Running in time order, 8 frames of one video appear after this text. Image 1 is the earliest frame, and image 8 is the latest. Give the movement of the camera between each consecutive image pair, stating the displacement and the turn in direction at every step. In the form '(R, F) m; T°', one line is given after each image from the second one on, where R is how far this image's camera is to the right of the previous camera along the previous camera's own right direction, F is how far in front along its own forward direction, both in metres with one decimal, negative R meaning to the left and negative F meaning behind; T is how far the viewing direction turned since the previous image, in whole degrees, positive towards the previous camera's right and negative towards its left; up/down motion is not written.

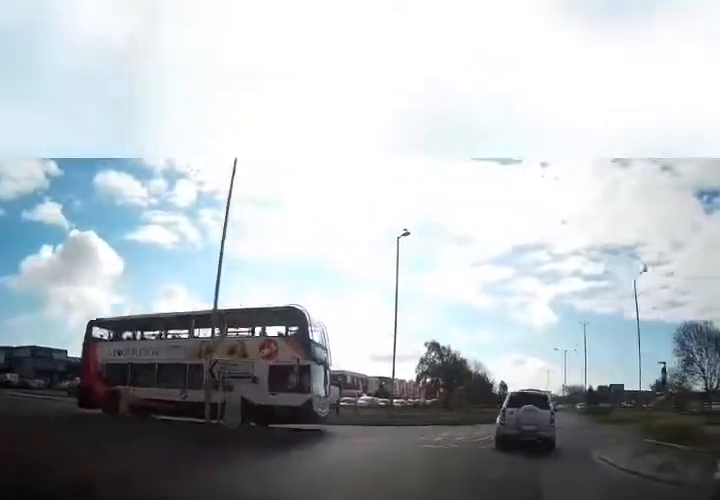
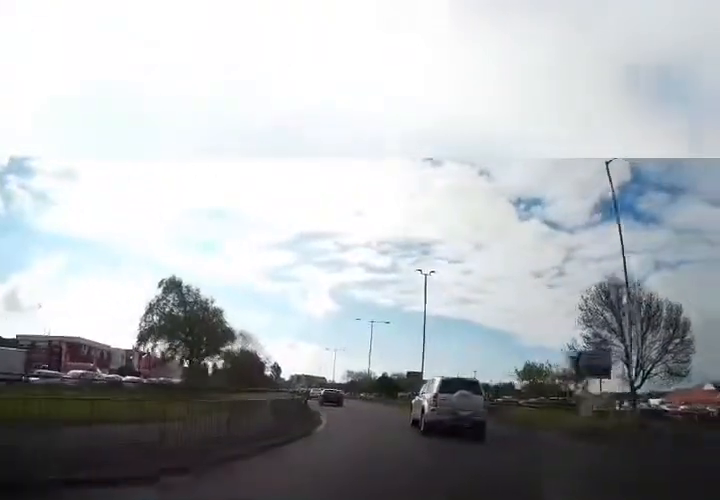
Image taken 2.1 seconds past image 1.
(+3.4, +19.3) m; +17°
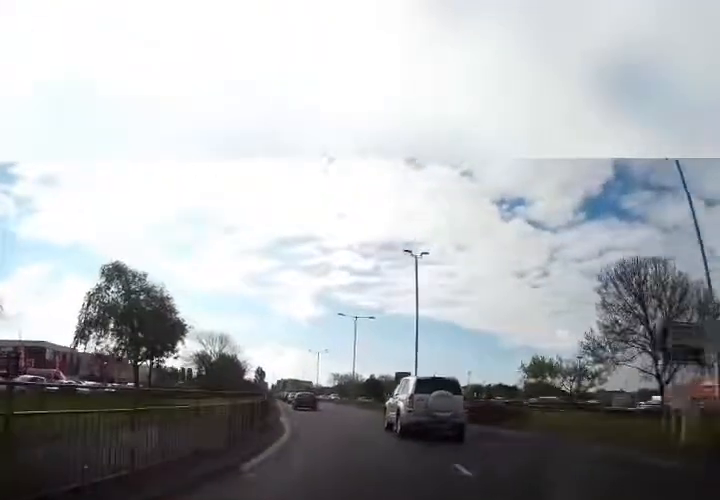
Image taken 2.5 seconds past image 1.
(-0.1, +4.8) m; +3°
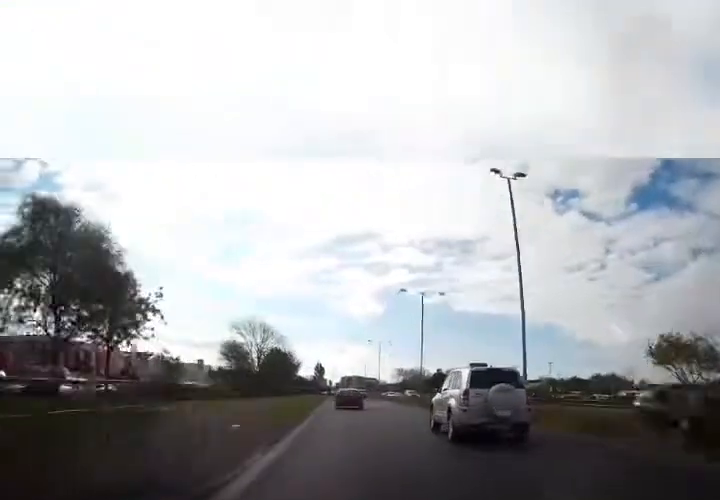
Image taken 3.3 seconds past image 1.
(+0.5, +9.8) m; +2°
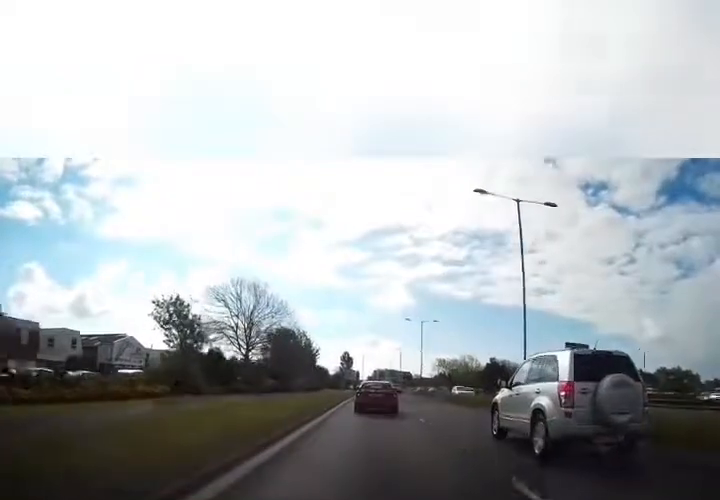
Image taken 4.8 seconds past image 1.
(-0.1, +18.1) m; -3°
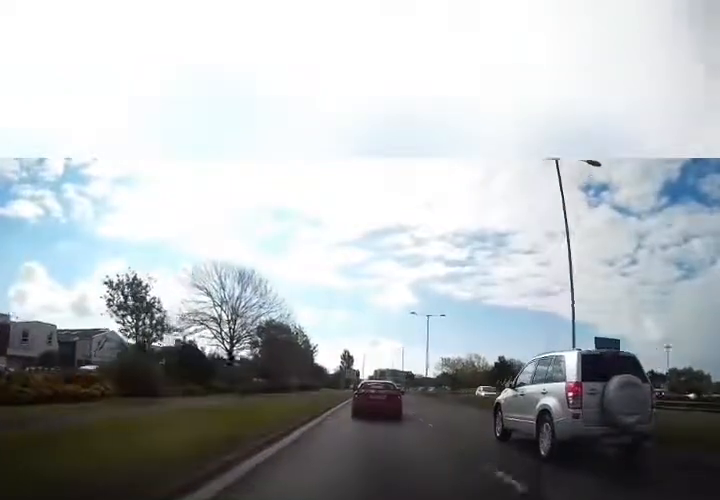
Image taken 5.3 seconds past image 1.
(-0.2, +5.2) m; -1°
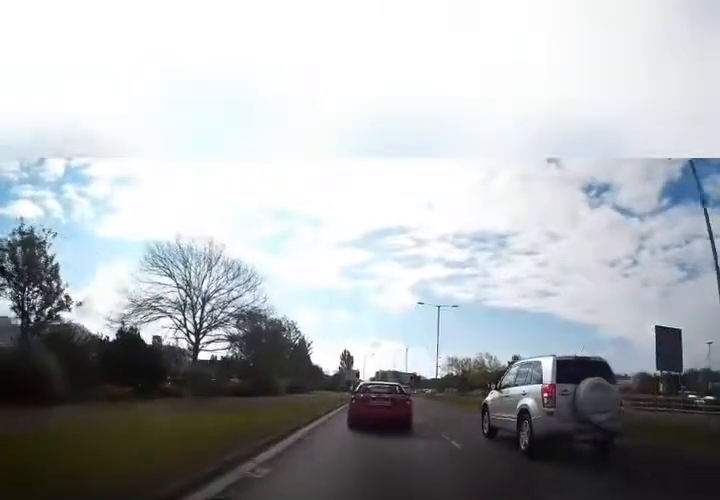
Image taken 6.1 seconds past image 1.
(-0.1, +8.3) m; -1°
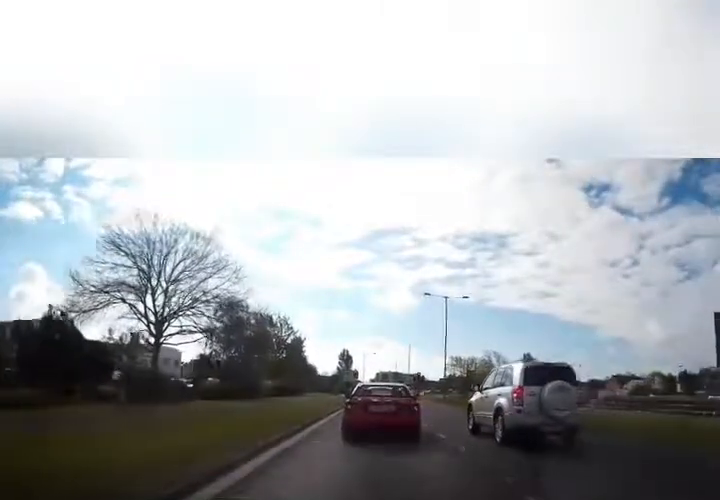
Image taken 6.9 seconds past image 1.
(0.0, +6.3) m; -1°
